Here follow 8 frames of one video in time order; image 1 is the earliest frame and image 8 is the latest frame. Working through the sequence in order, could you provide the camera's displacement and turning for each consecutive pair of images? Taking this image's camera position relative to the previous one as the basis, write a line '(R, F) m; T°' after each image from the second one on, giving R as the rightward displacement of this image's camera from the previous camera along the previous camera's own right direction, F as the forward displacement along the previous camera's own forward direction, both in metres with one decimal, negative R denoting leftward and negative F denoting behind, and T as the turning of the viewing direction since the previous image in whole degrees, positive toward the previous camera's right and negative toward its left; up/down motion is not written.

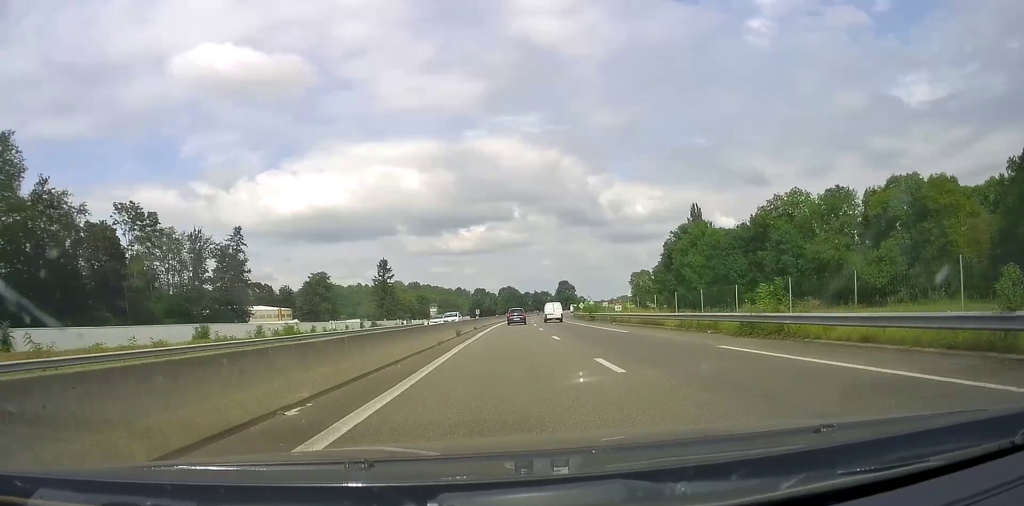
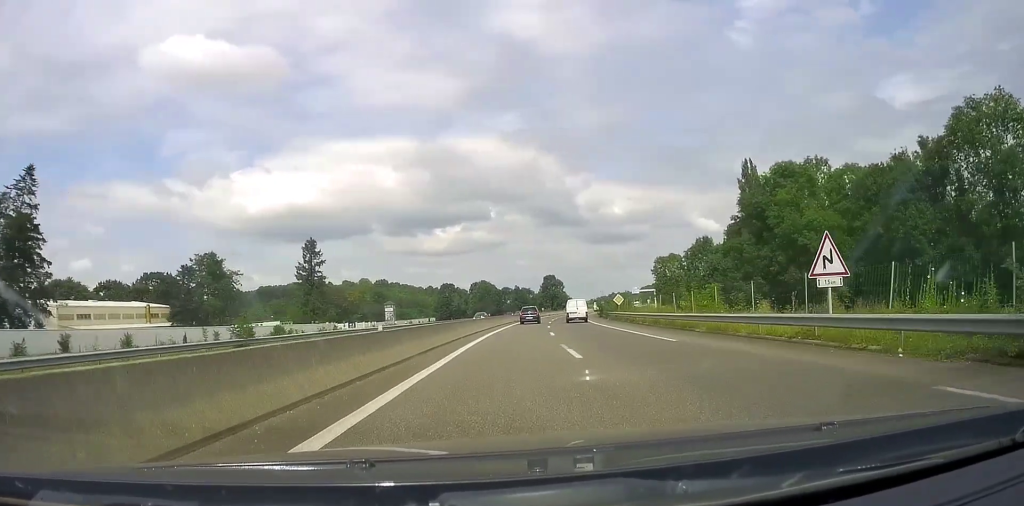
(-0.4, +62.5) m; 0°
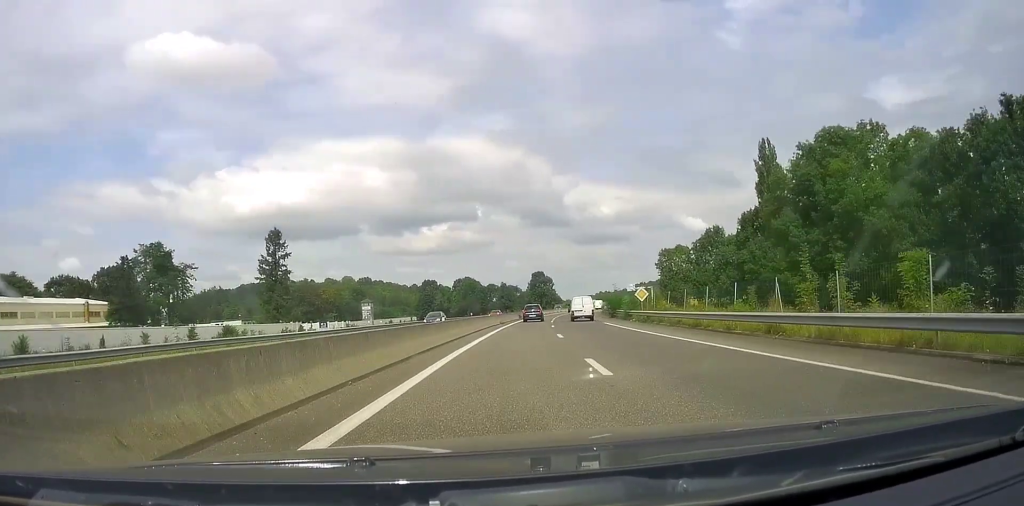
(0.0, +17.4) m; 0°
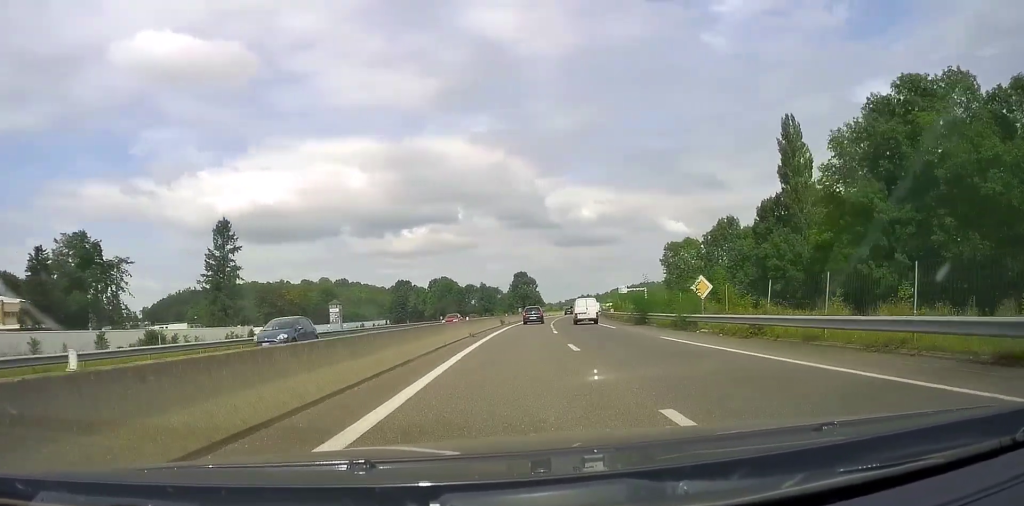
(+0.1, +19.5) m; +1°
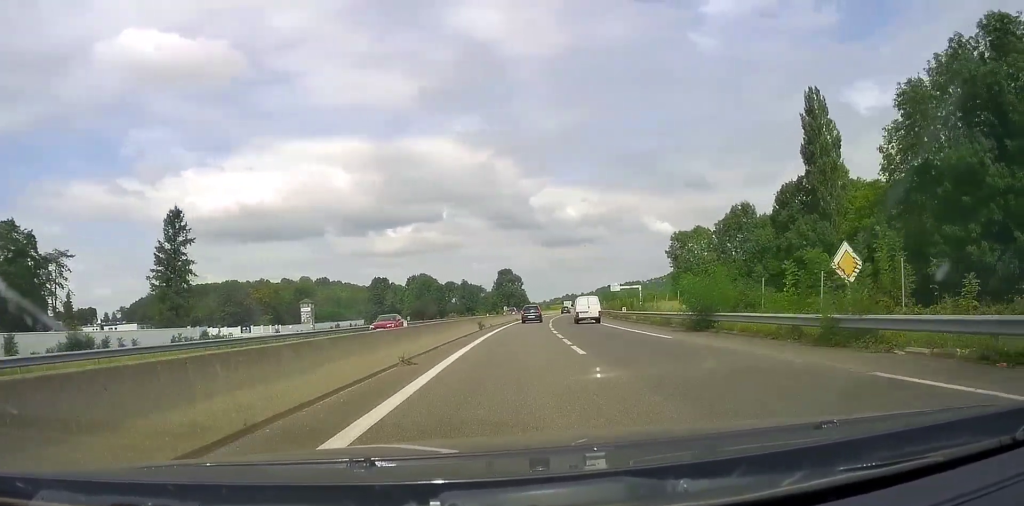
(+0.1, +15.1) m; +1°
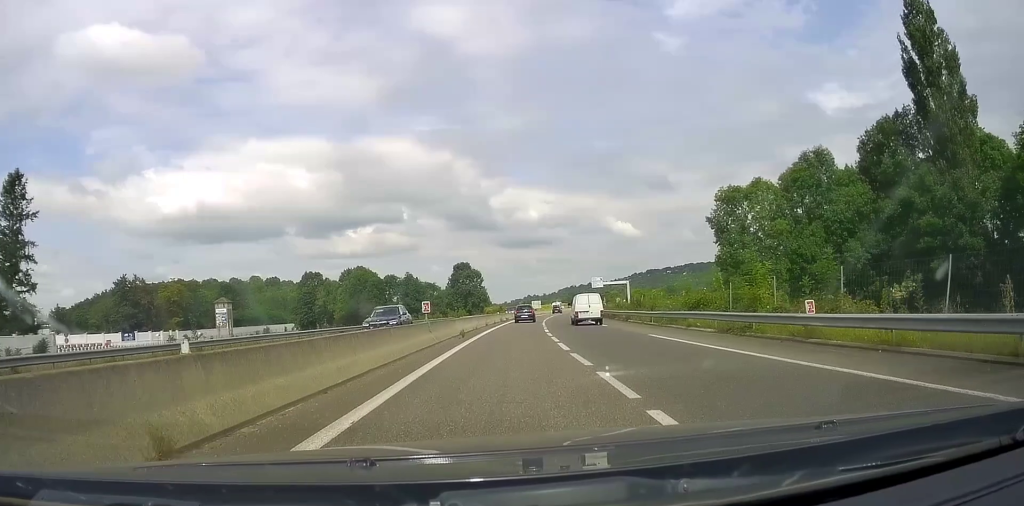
(+0.9, +38.0) m; +3°
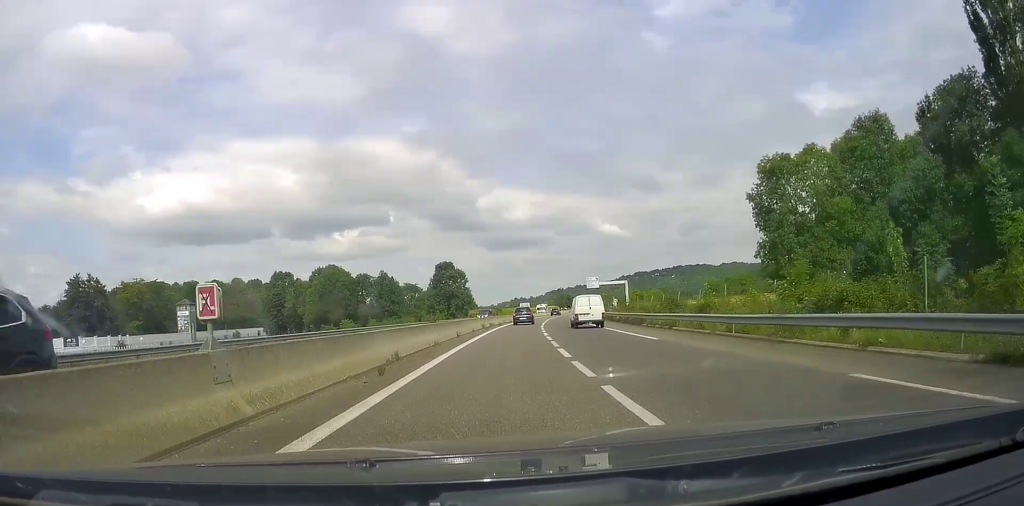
(+0.1, +15.0) m; +1°
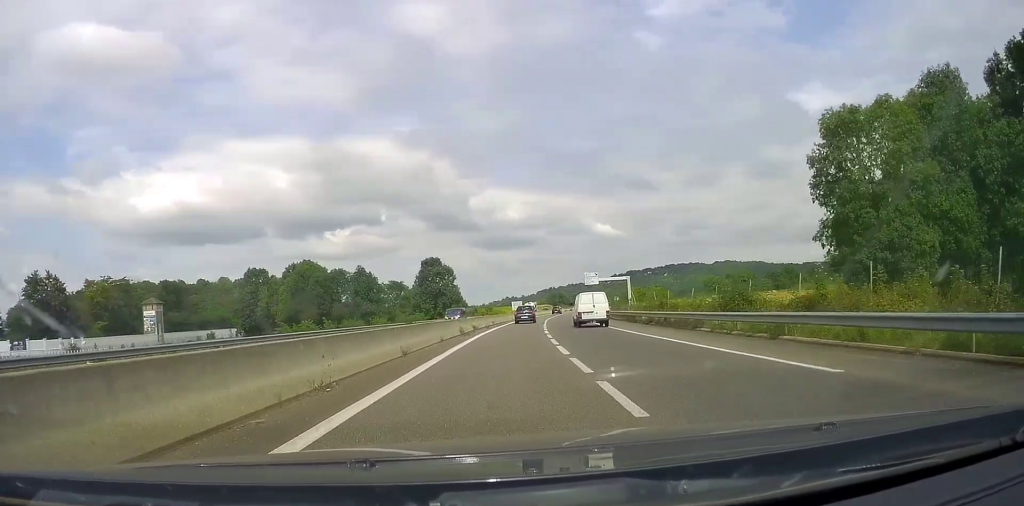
(+0.3, +12.8) m; +1°
